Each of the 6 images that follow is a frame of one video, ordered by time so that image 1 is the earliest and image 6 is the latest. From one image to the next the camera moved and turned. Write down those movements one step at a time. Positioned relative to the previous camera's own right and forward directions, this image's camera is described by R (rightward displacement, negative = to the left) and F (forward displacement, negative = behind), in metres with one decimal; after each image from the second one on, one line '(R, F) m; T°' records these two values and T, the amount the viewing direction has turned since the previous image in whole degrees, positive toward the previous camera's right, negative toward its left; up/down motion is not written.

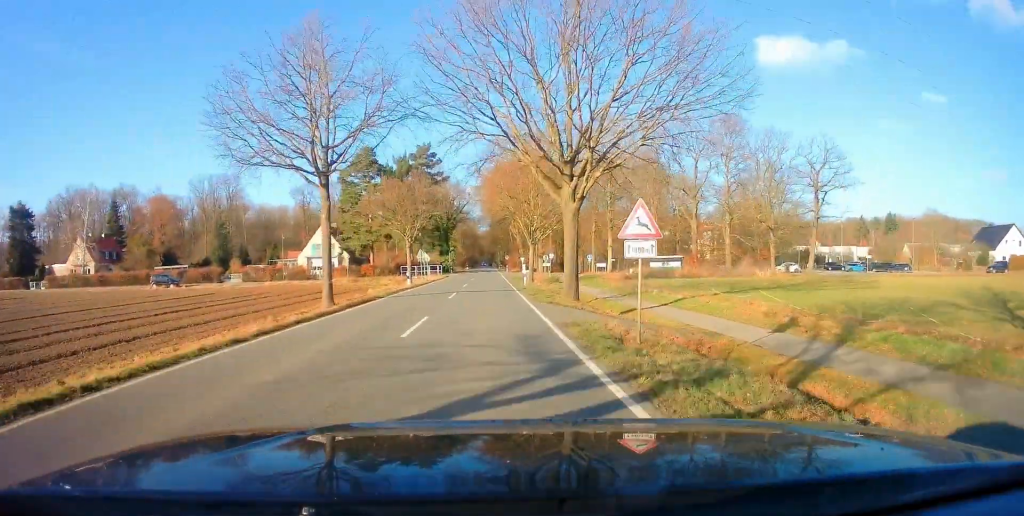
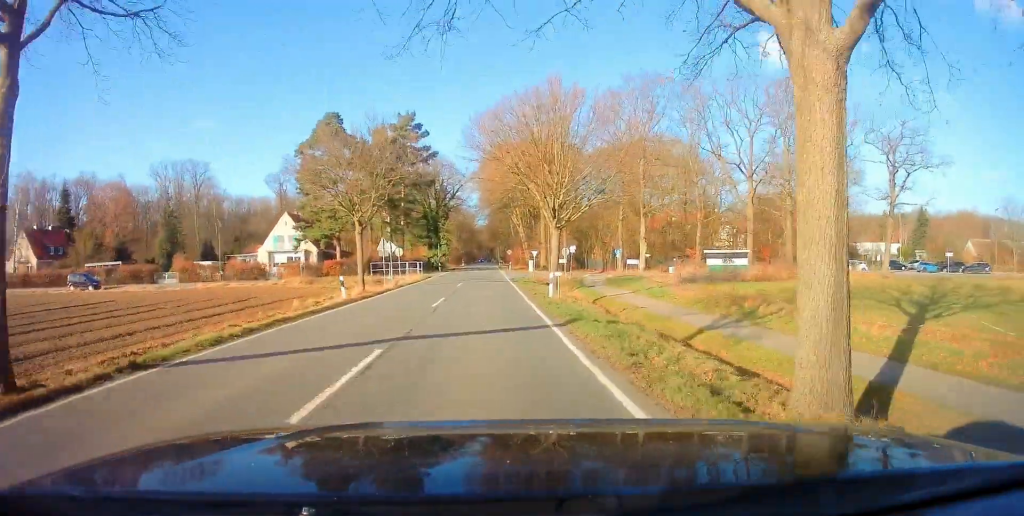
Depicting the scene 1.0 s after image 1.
(+0.2, +17.3) m; +1°
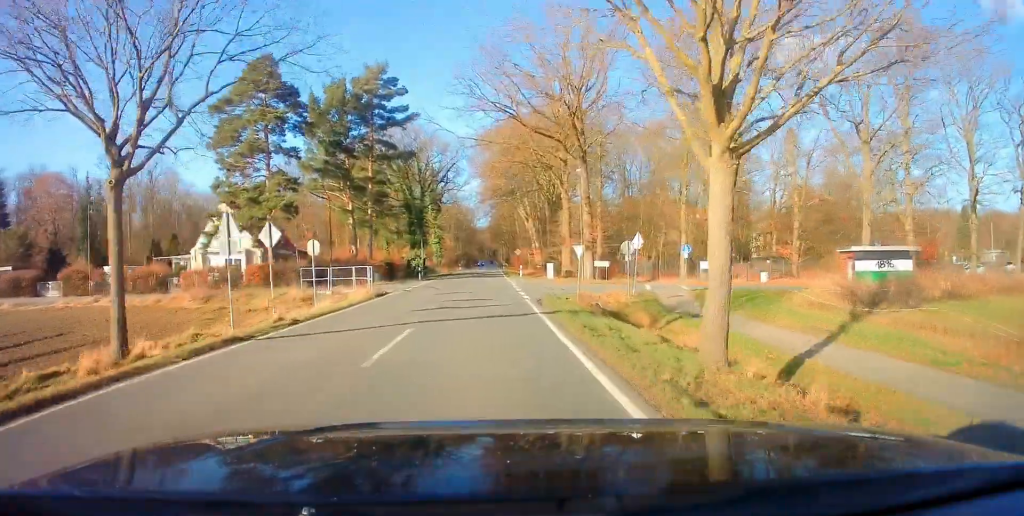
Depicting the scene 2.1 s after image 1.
(0.0, +20.3) m; -1°
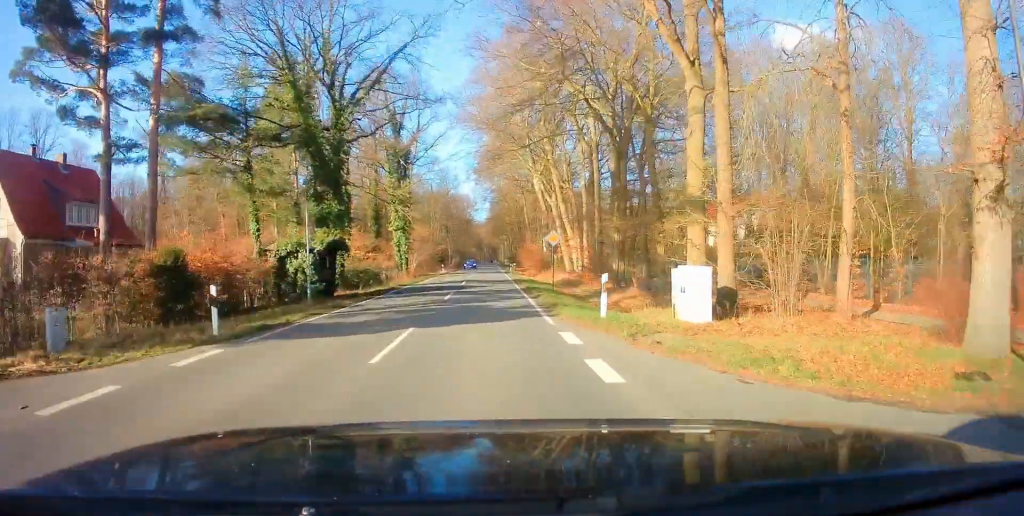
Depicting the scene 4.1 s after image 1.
(-0.1, +35.0) m; -1°
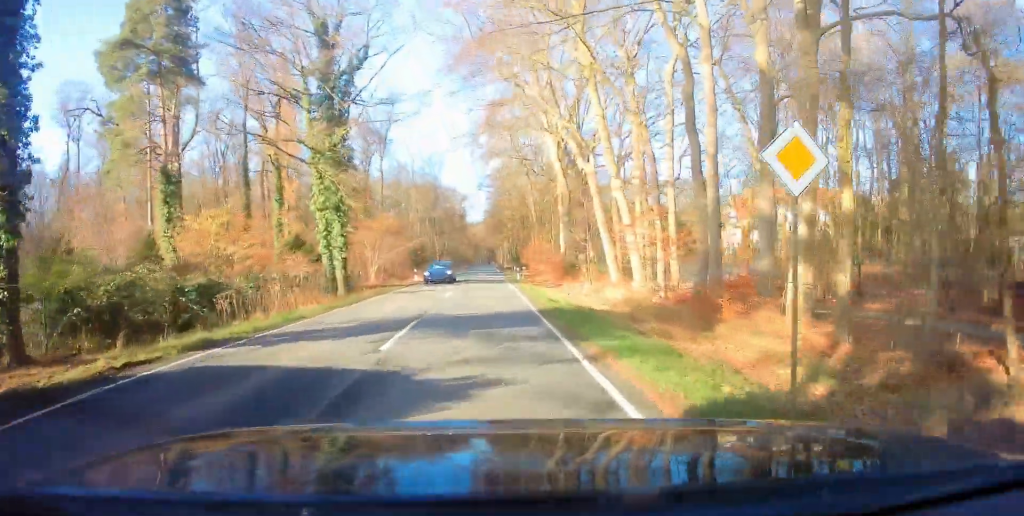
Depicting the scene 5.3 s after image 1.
(-0.3, +22.0) m; +1°
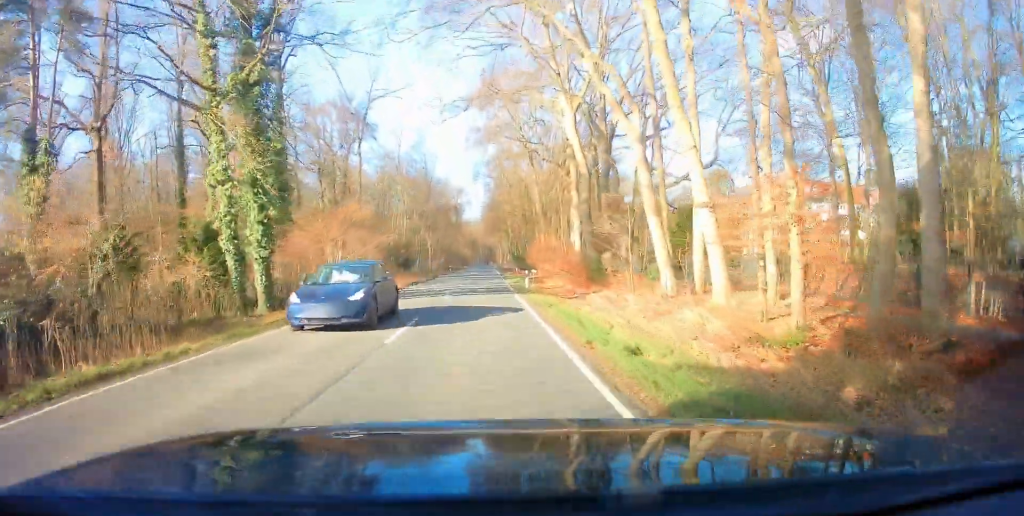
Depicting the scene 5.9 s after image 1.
(+0.2, +11.0) m; +1°
